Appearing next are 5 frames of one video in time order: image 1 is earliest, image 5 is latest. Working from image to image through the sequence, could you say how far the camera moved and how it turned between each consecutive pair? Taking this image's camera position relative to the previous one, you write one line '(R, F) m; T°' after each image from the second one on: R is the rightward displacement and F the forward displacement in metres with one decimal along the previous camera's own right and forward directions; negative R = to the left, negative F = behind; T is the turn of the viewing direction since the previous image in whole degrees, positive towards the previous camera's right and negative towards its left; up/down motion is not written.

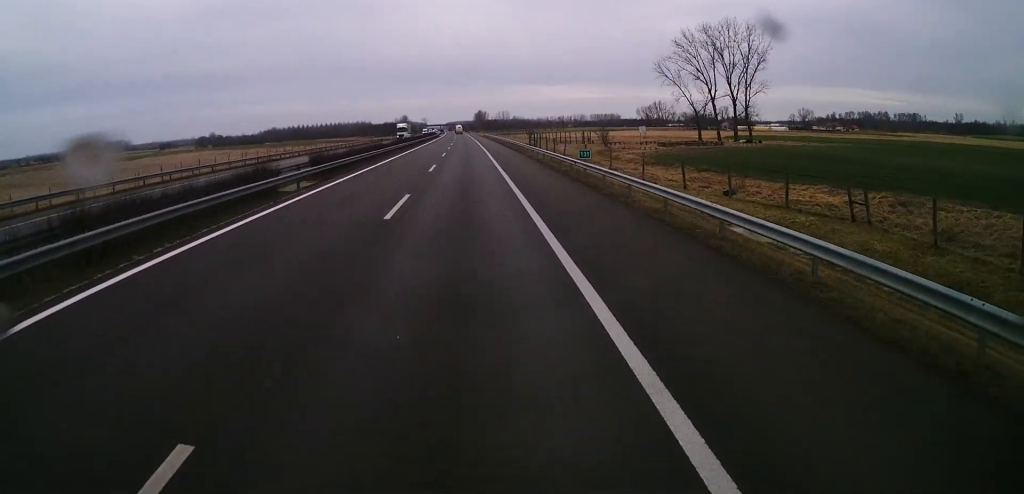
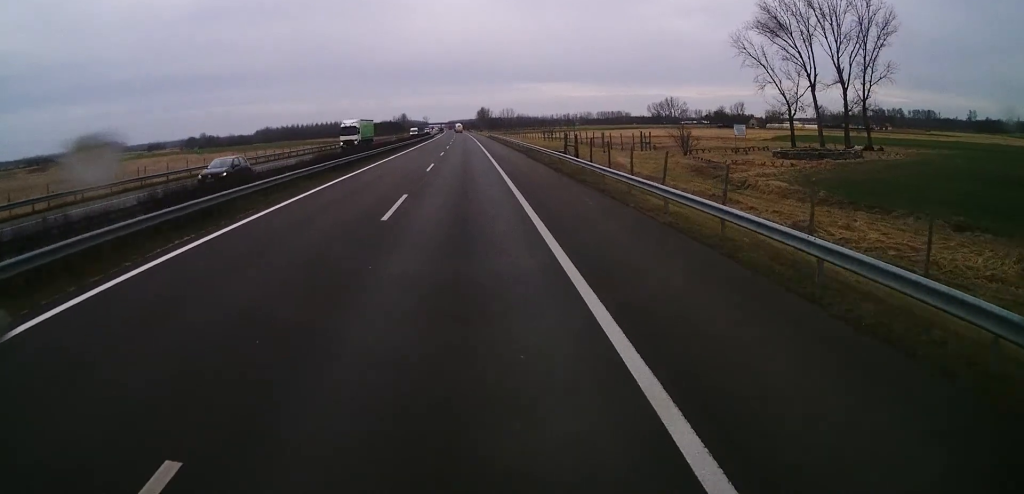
(0.0, +36.3) m; 0°
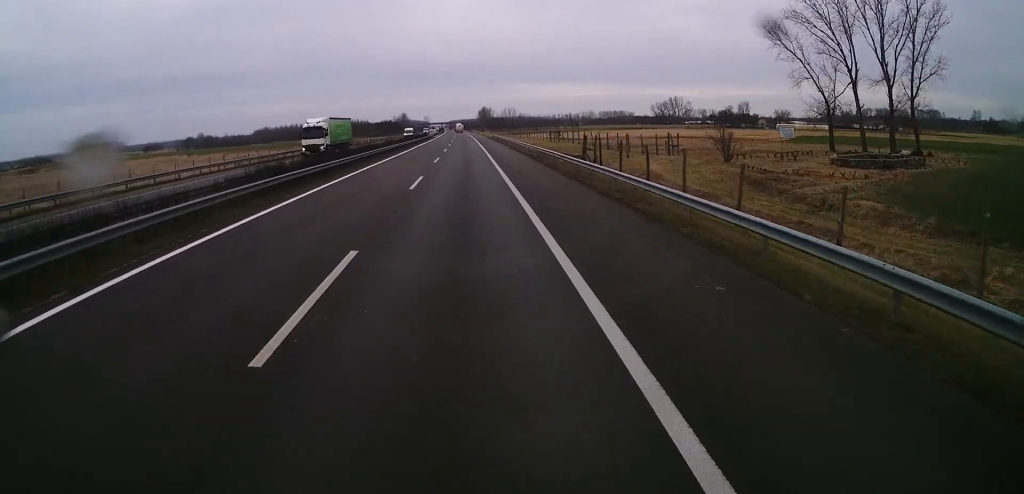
(0.0, +10.0) m; 0°
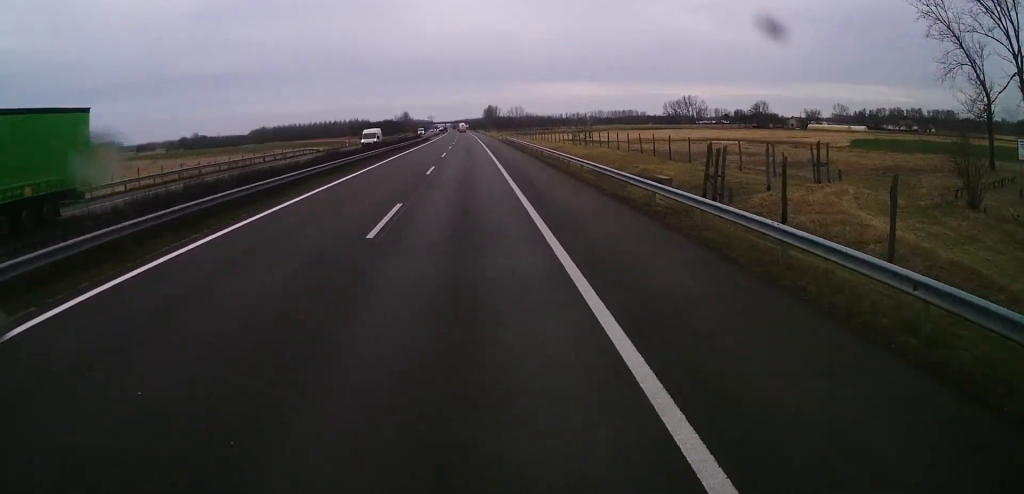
(-0.3, +28.6) m; -1°
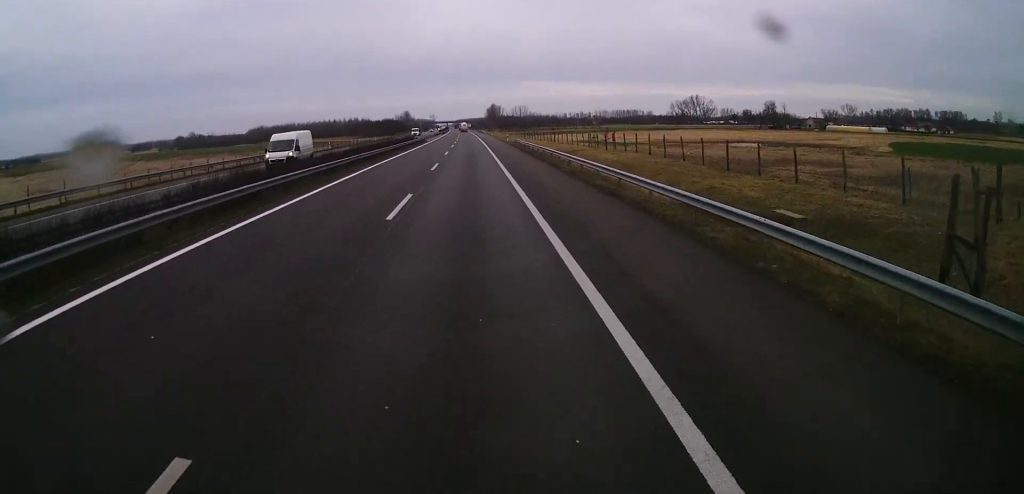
(0.0, +15.5) m; 0°
